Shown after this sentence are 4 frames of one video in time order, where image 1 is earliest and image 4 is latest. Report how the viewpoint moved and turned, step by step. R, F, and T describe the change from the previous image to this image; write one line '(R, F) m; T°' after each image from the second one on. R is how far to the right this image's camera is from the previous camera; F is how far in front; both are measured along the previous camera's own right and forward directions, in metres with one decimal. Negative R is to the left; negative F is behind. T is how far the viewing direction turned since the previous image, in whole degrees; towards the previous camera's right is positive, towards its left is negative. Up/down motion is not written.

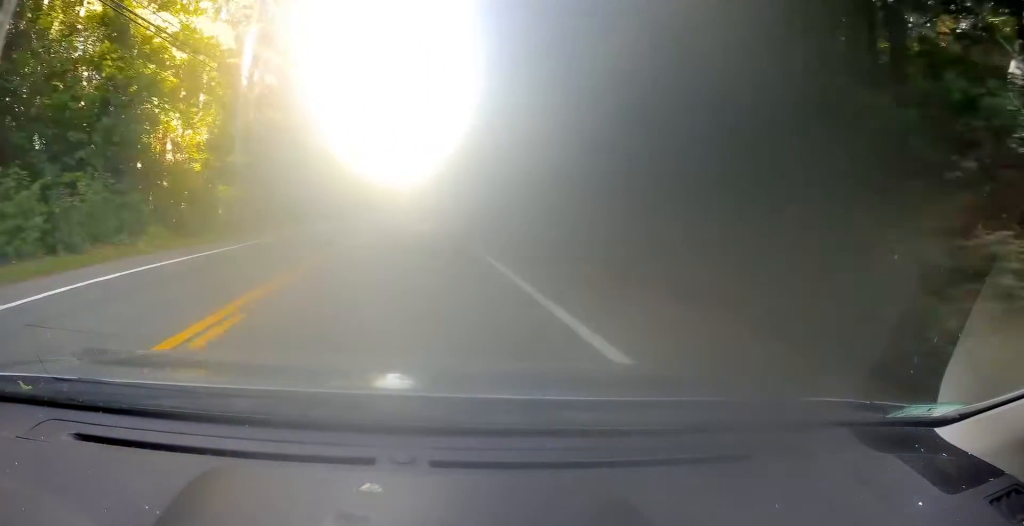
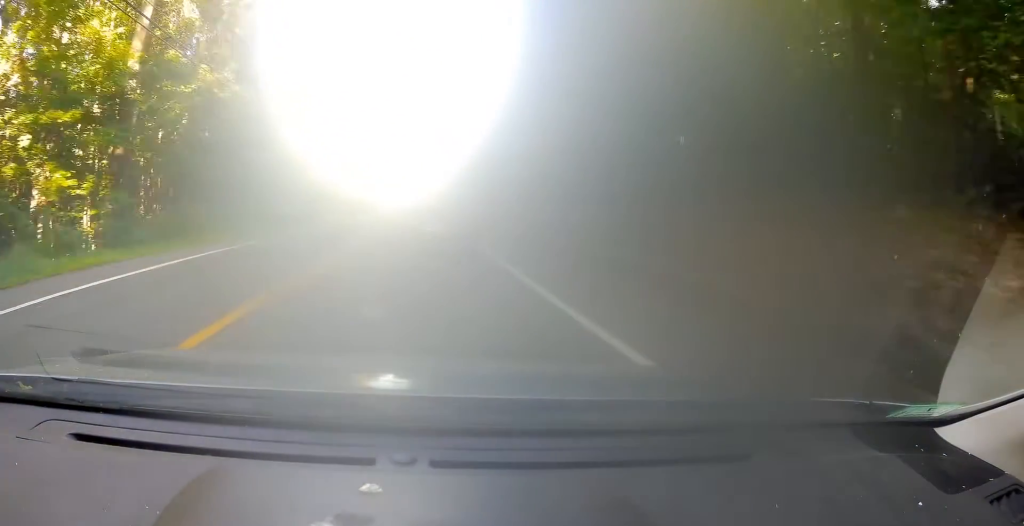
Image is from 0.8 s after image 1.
(+0.3, +17.9) m; +1°
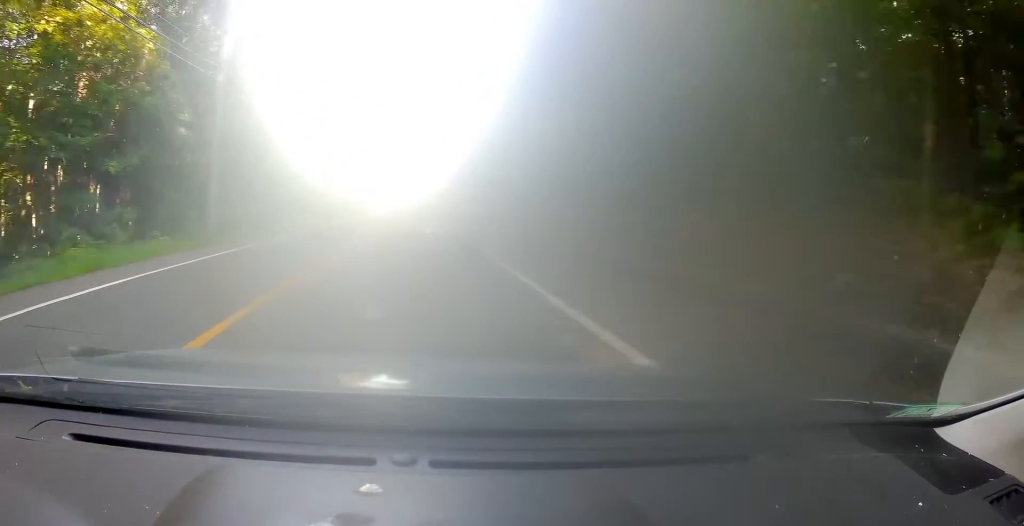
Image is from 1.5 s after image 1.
(0.0, +13.6) m; 0°
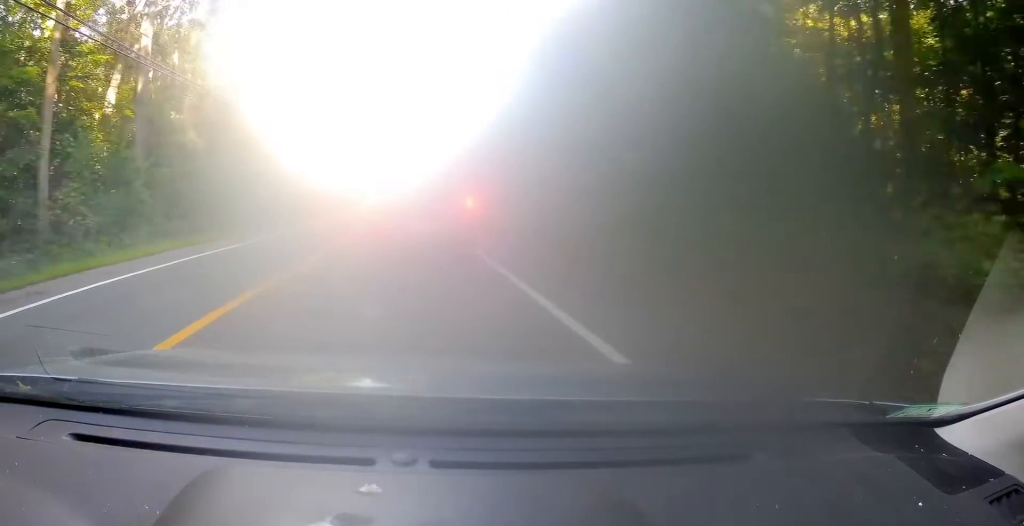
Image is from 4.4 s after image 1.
(-0.9, +62.4) m; -1°
